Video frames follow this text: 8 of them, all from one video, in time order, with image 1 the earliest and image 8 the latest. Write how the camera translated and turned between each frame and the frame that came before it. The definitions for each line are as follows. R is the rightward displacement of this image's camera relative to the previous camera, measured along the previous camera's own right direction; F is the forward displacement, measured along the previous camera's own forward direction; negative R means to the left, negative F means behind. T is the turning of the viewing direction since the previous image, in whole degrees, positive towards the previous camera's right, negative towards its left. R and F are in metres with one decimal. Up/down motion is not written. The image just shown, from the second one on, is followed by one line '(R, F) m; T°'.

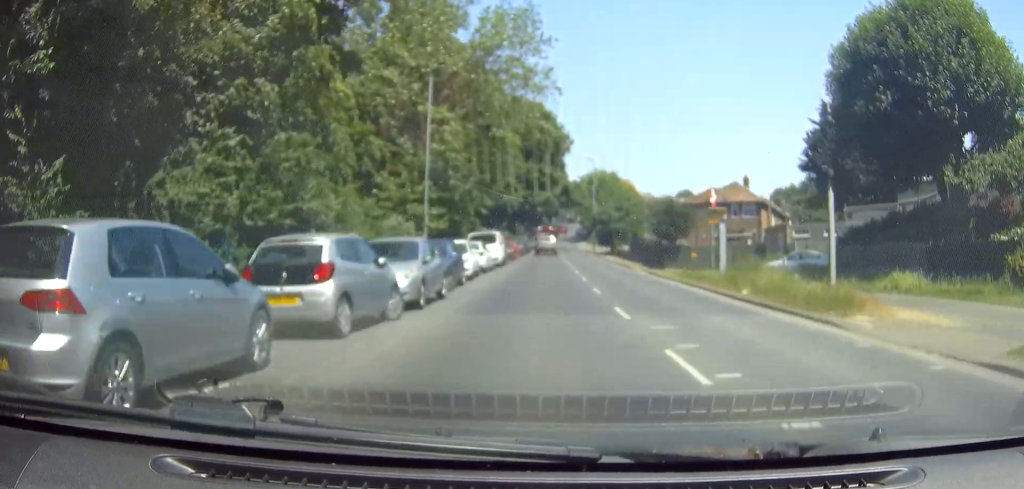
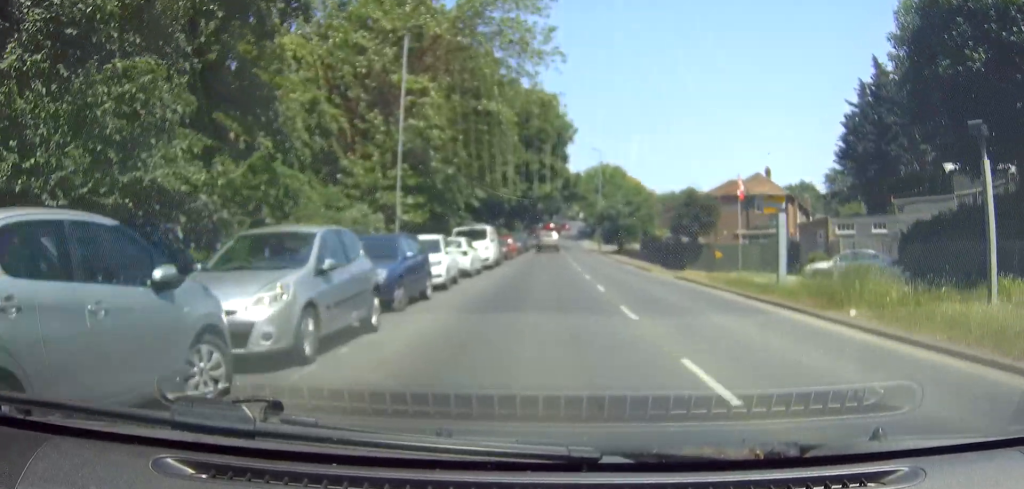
(0.0, +6.8) m; 0°
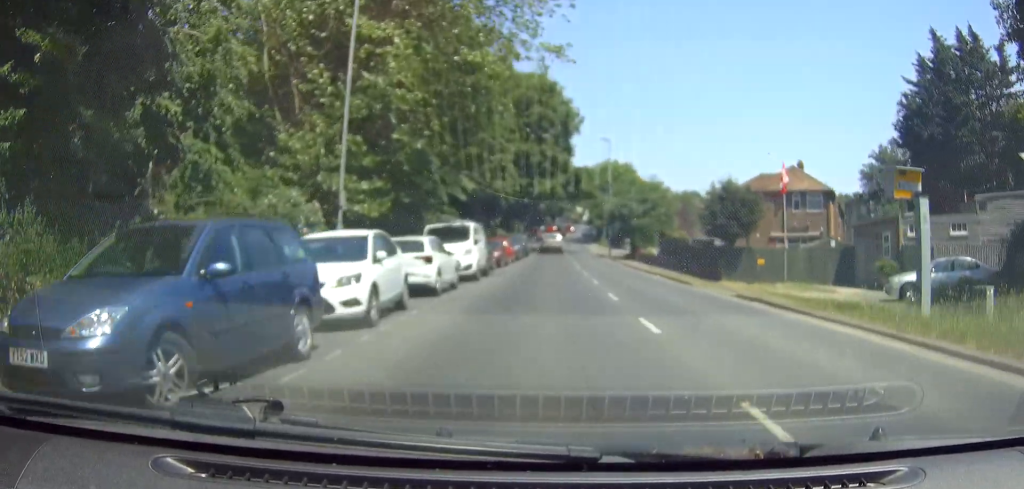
(0.0, +8.1) m; 0°
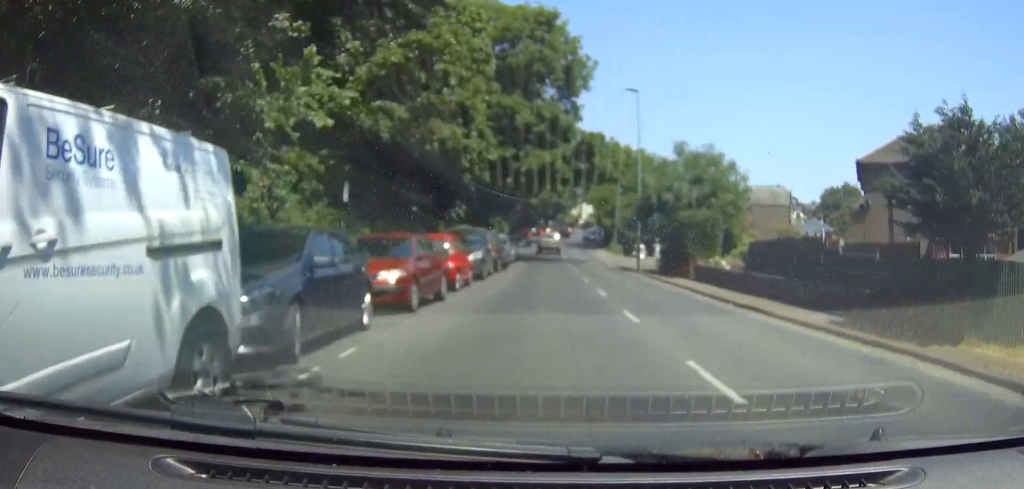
(+0.1, +21.6) m; +1°
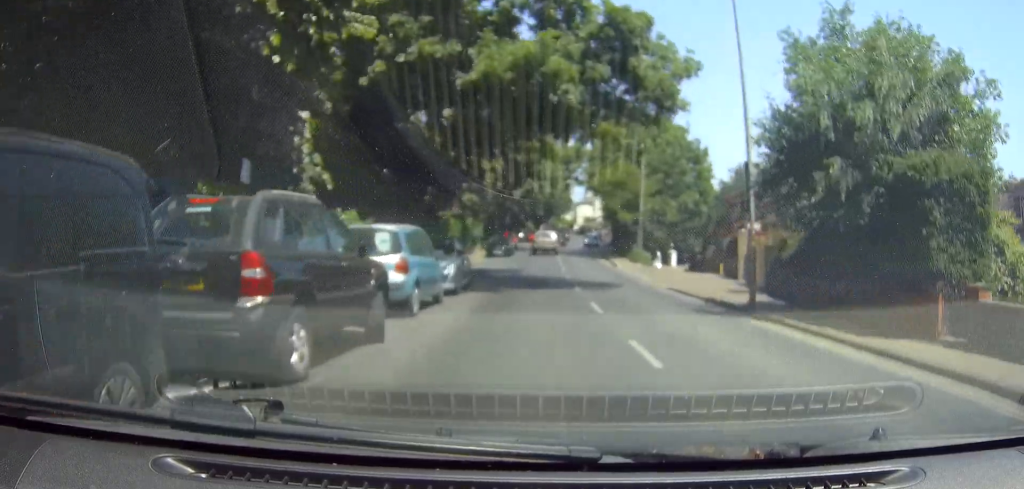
(+0.2, +22.1) m; 0°
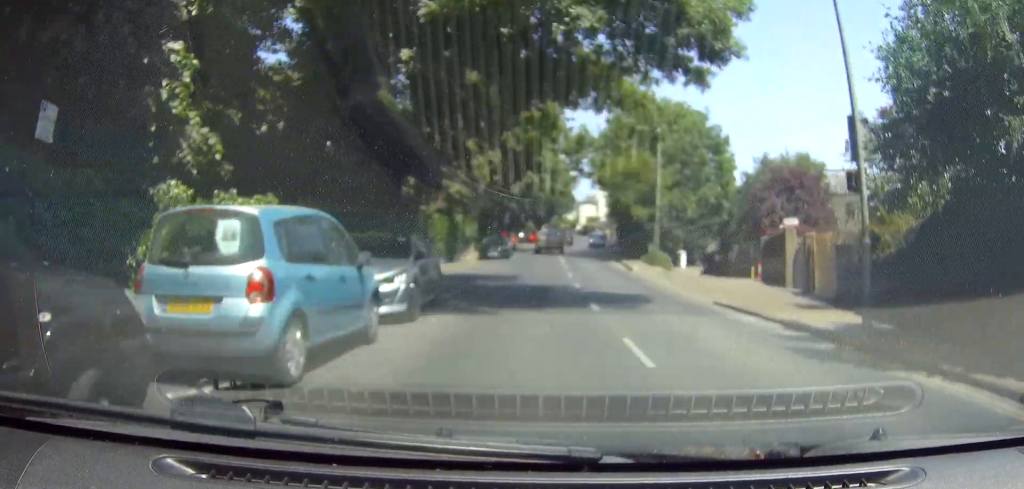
(0.0, +5.9) m; 0°
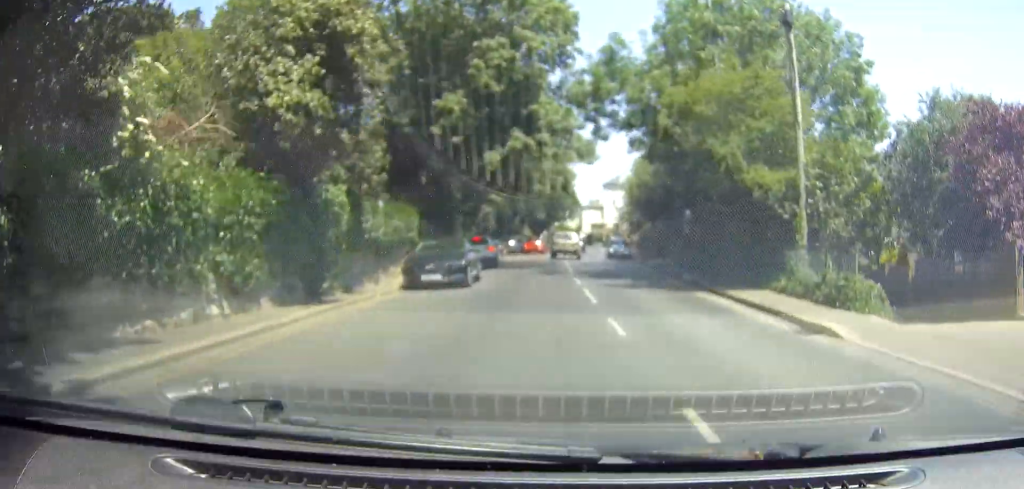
(+0.3, +21.6) m; +2°
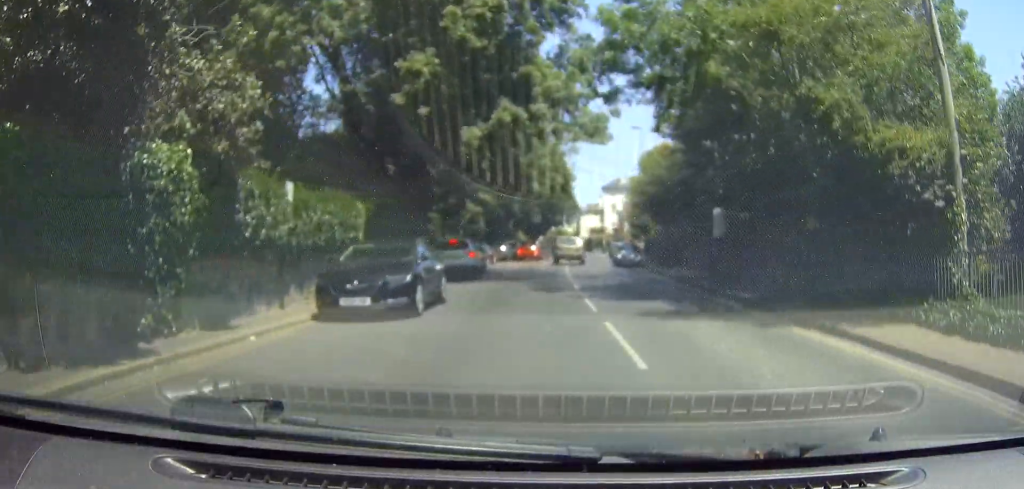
(0.0, +7.0) m; 0°
